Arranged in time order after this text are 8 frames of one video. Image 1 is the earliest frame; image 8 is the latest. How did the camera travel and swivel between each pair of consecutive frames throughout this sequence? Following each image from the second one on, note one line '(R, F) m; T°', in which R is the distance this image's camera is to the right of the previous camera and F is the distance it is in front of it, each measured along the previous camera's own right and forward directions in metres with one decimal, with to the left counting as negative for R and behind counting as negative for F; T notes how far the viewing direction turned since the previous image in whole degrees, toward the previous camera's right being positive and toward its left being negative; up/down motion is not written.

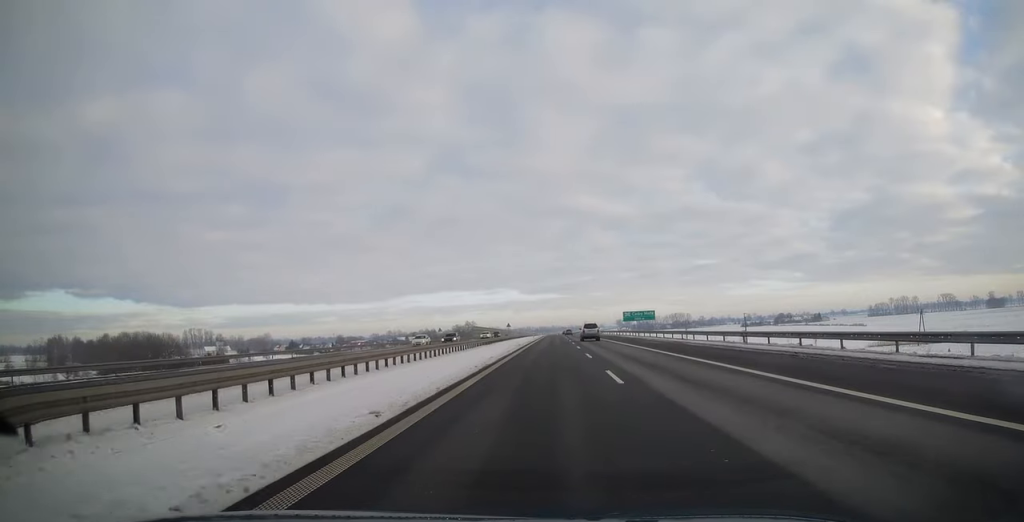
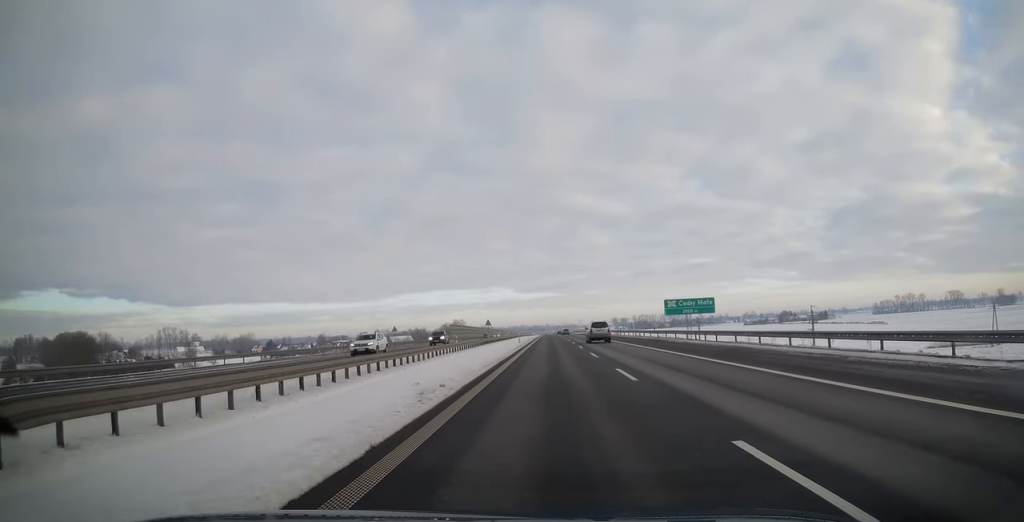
(0.0, +33.6) m; 0°
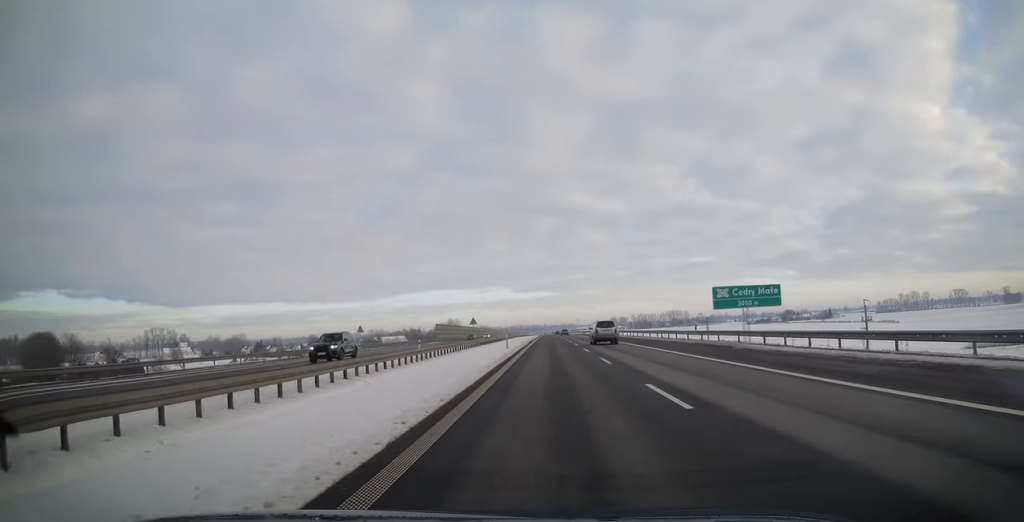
(0.0, +15.4) m; 0°
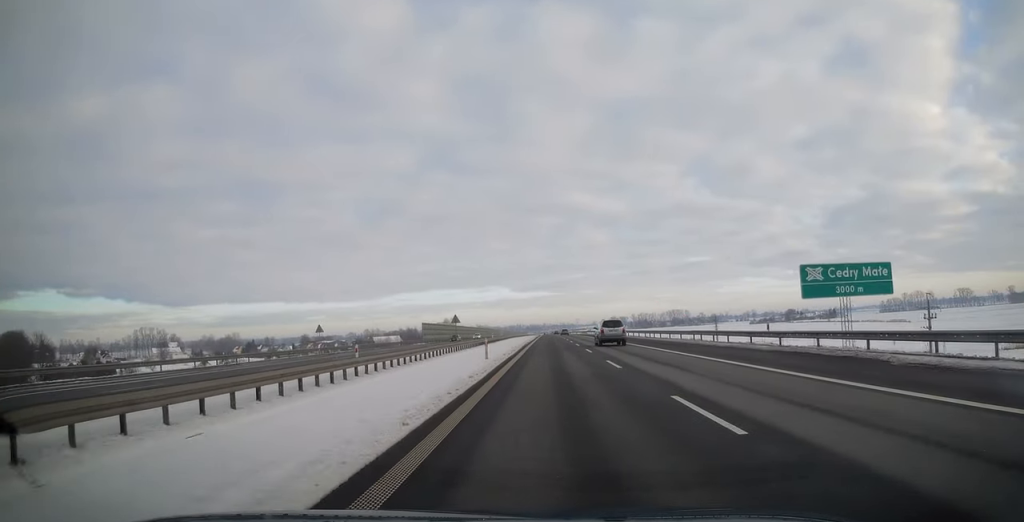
(0.0, +12.9) m; 0°
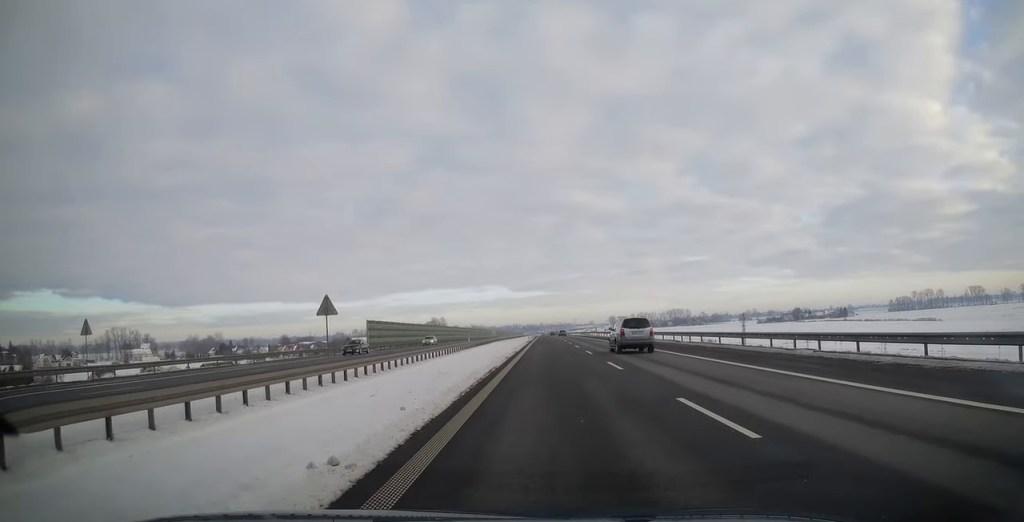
(0.0, +29.3) m; 0°
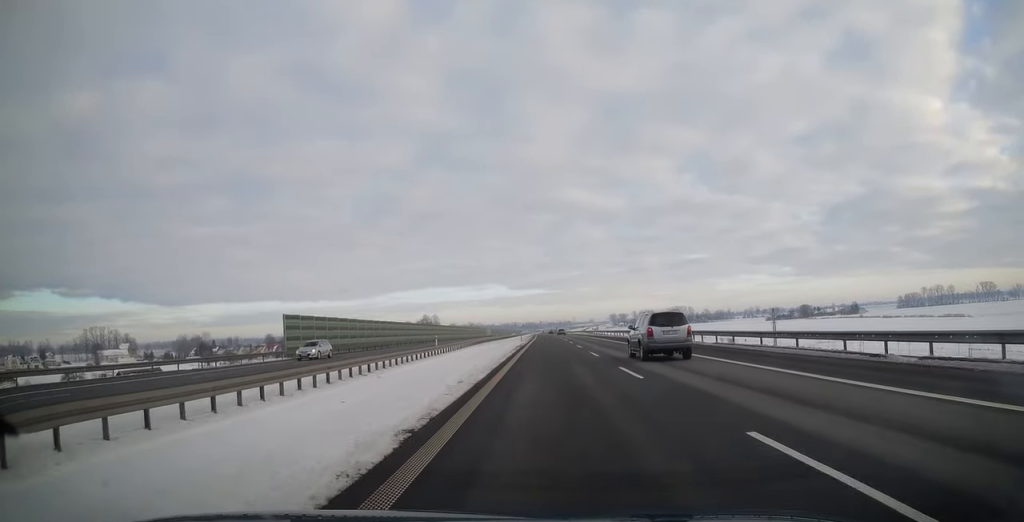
(0.0, +22.5) m; 0°
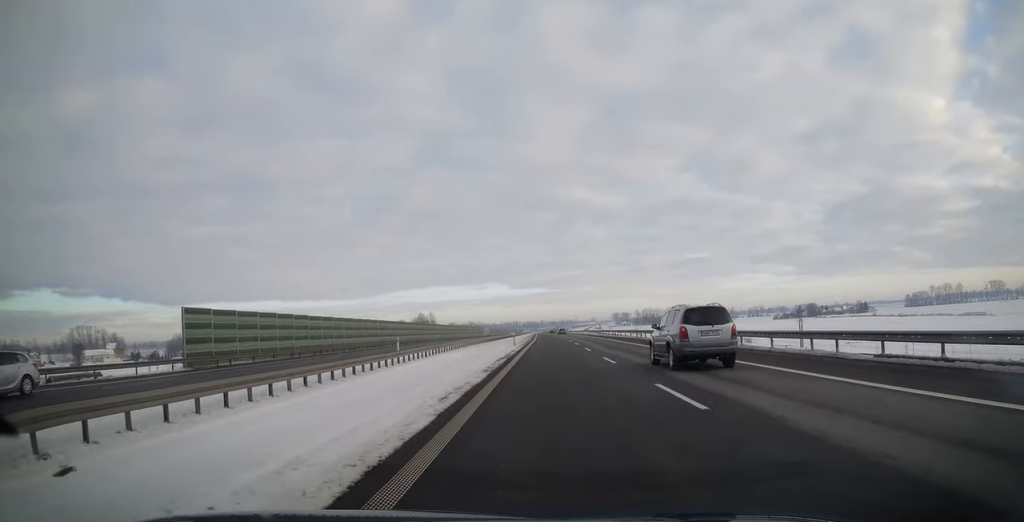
(0.0, +15.5) m; 0°
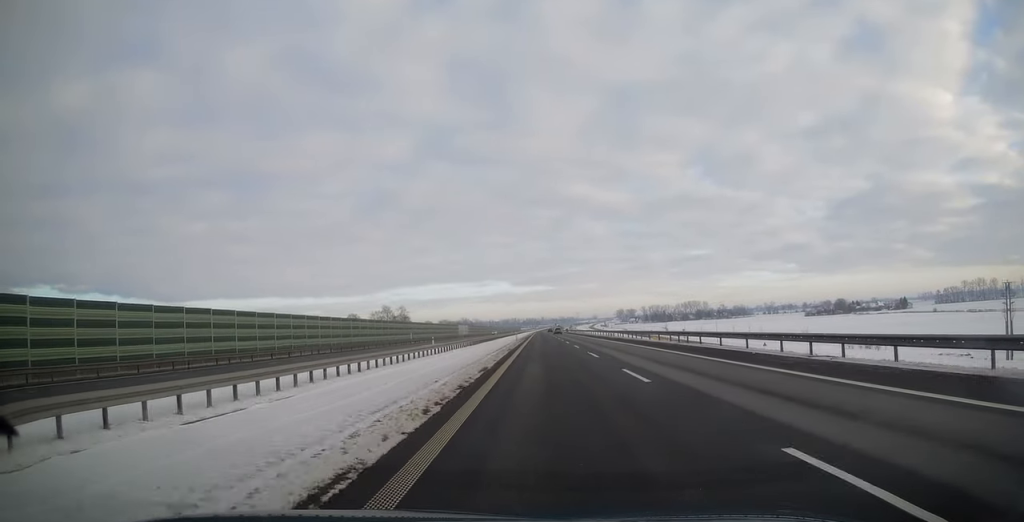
(+0.2, +73.3) m; 0°
